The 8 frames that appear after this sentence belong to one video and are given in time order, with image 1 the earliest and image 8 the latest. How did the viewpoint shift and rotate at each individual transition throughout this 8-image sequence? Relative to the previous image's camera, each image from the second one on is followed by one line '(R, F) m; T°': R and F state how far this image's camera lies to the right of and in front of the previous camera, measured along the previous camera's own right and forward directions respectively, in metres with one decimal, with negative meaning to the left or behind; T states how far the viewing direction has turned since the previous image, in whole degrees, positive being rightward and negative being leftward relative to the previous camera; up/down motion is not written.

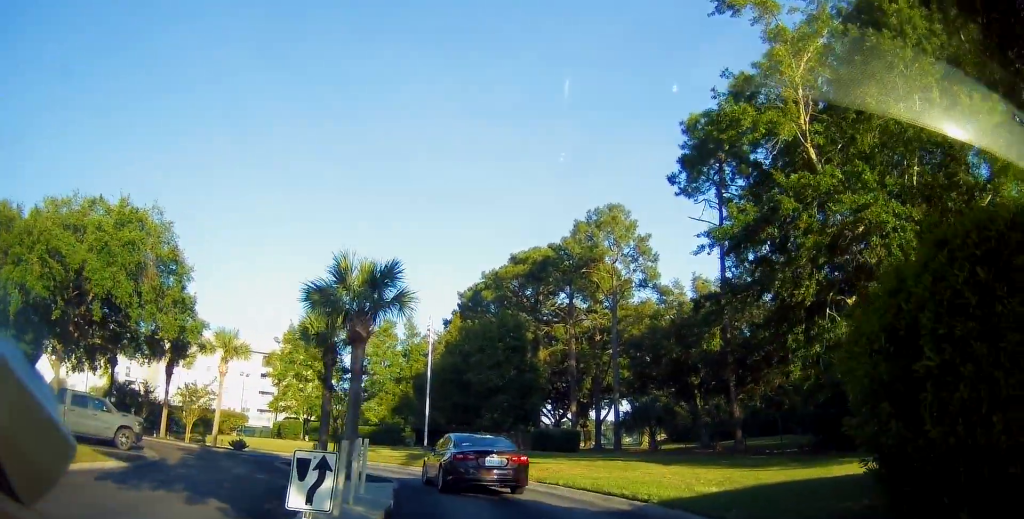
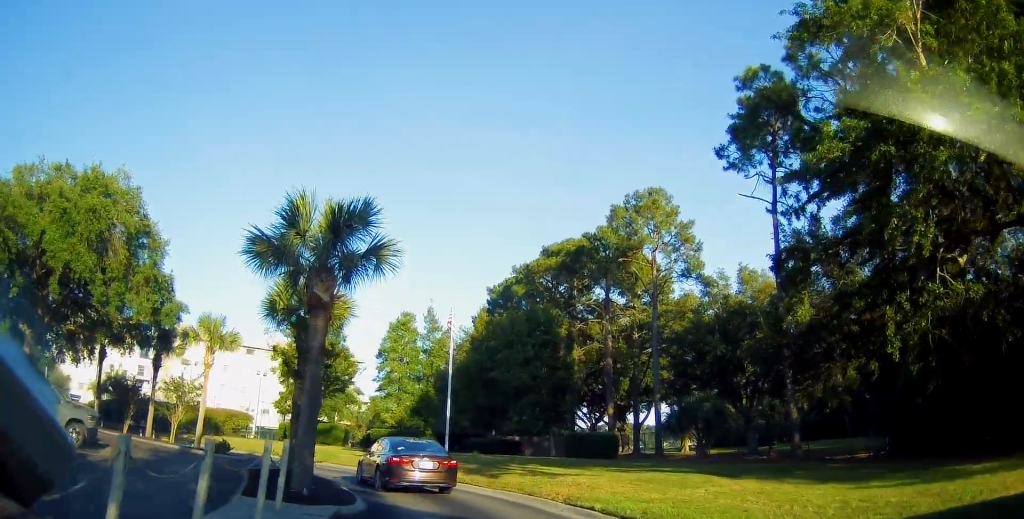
(+0.2, +5.2) m; +9°
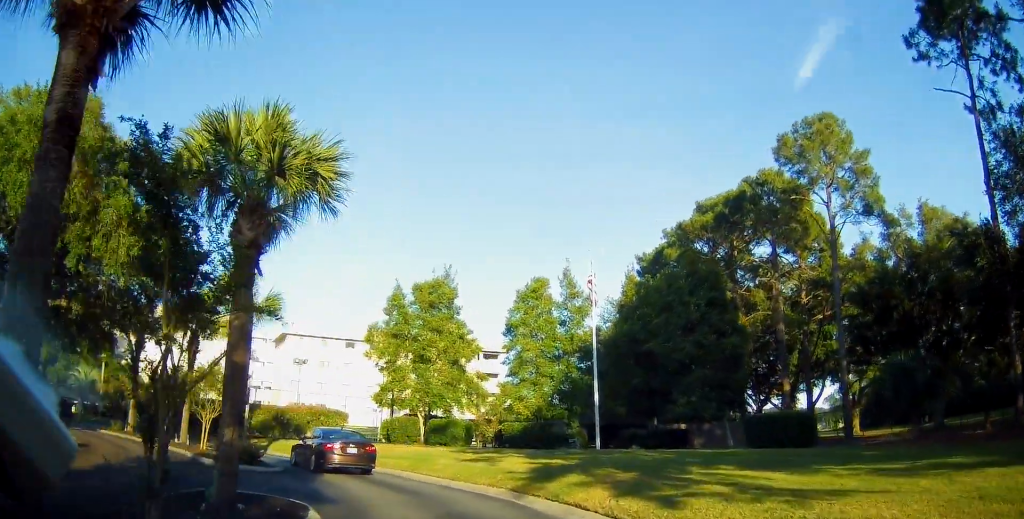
(+1.1, +10.2) m; +1°
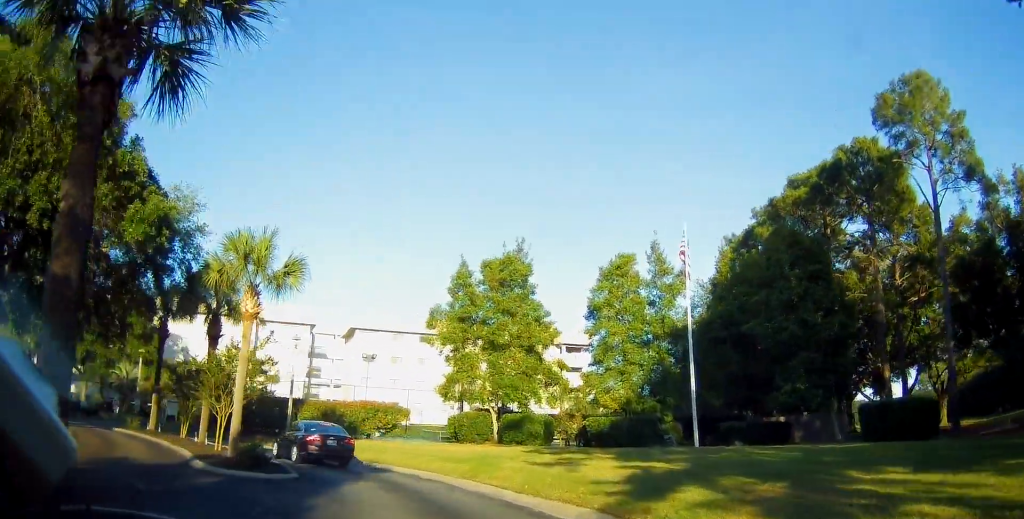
(-0.4, +4.8) m; -10°
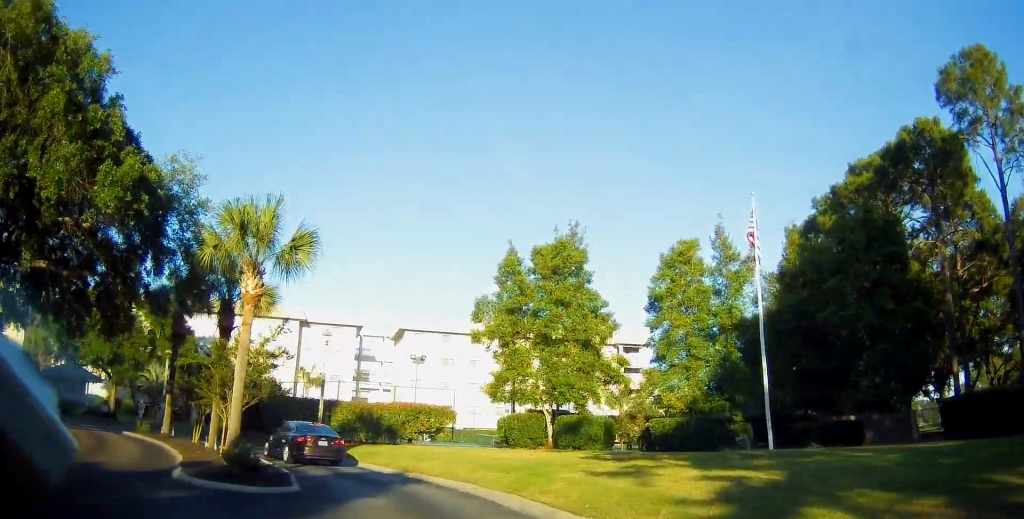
(-0.1, +3.1) m; -7°
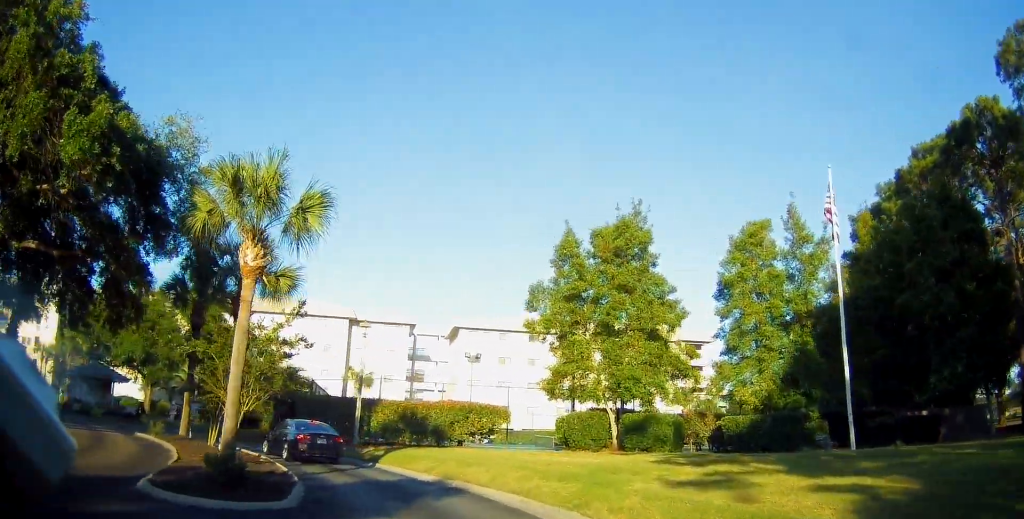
(-0.3, +3.0) m; -4°
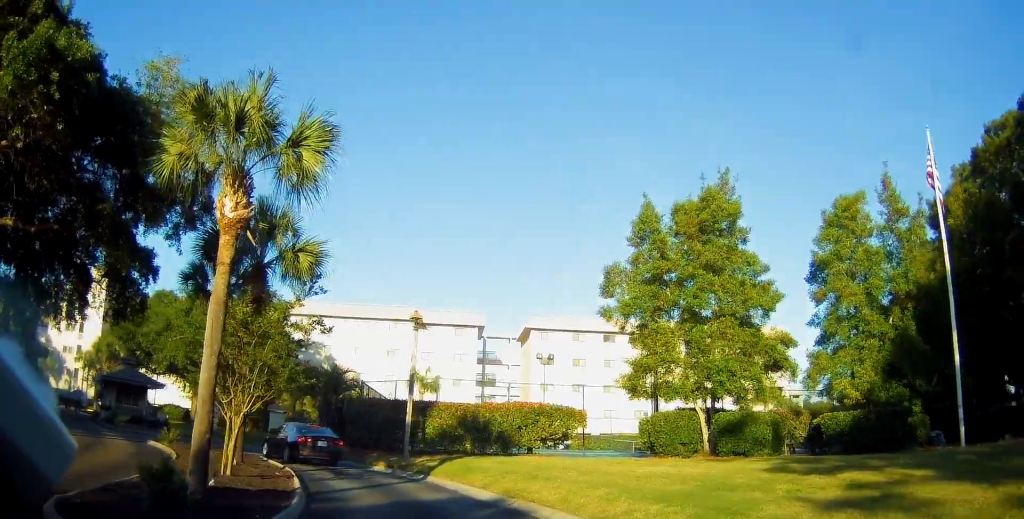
(-0.3, +3.7) m; -4°
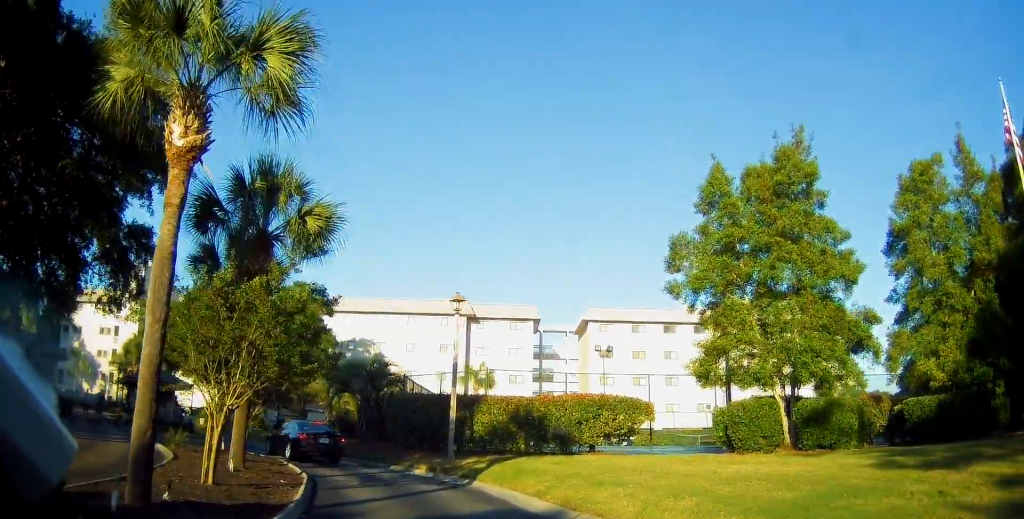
(0.0, +2.9) m; -3°
